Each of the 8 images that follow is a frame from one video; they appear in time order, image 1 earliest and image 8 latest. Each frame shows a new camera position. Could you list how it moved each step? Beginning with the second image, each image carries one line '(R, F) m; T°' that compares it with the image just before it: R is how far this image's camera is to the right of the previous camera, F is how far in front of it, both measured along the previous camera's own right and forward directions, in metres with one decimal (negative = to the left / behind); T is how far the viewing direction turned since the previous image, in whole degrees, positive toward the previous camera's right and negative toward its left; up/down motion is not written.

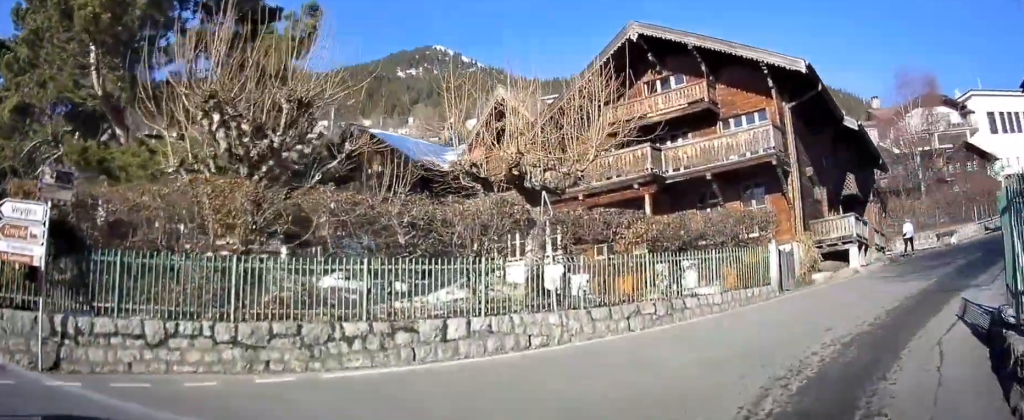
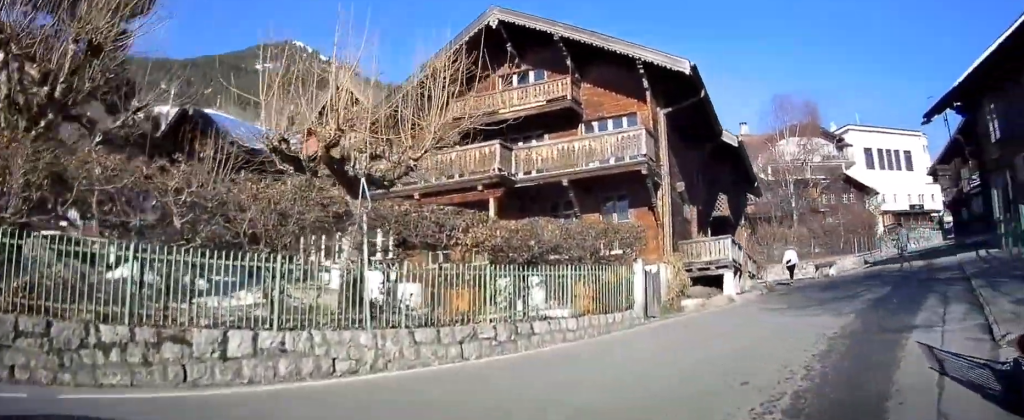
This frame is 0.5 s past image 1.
(0.0, +2.2) m; +15°
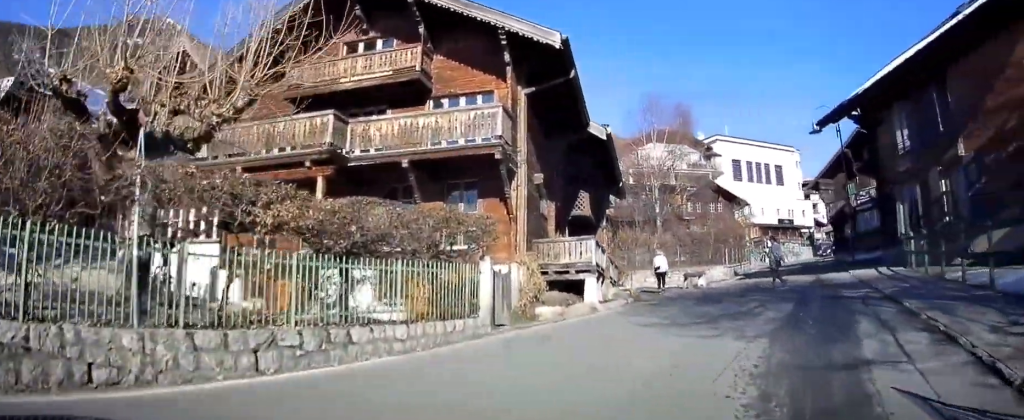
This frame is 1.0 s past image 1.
(+0.4, +1.9) m; +12°
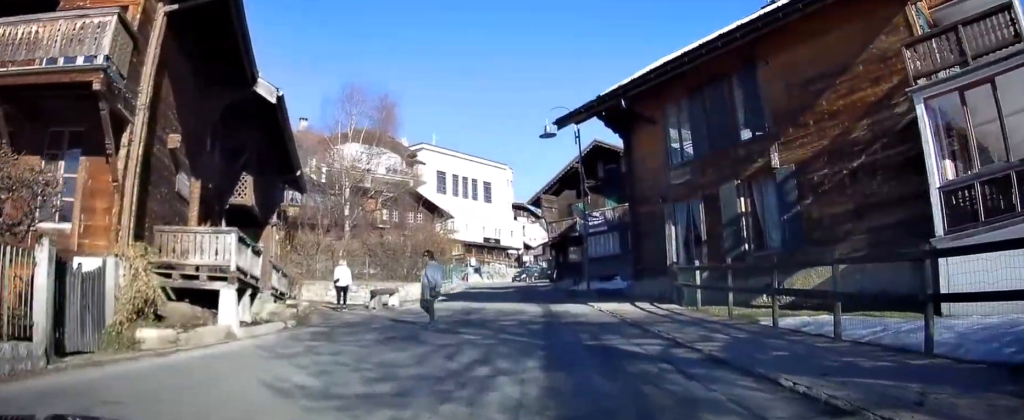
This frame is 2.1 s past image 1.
(+1.2, +4.6) m; +23°
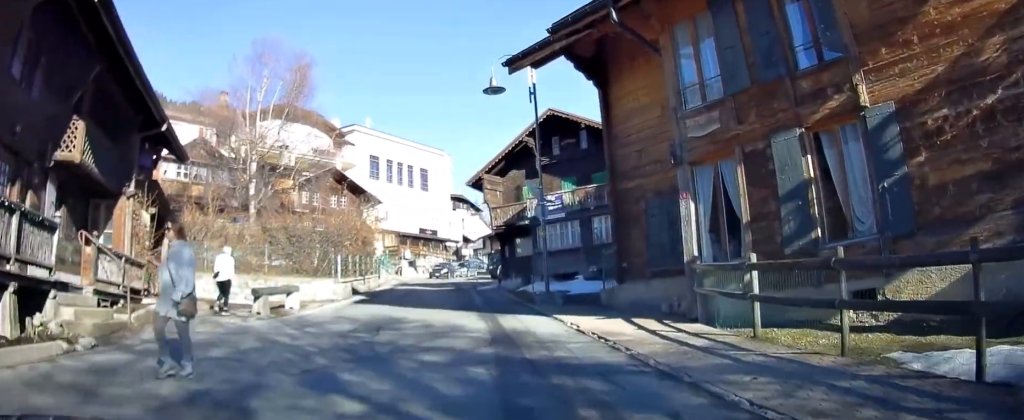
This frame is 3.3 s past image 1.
(+0.6, +5.3) m; +7°
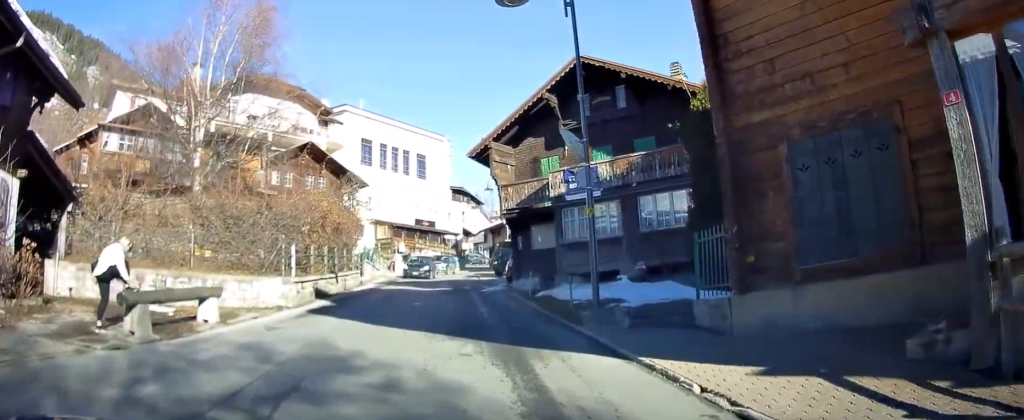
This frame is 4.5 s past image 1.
(0.0, +6.2) m; -1°
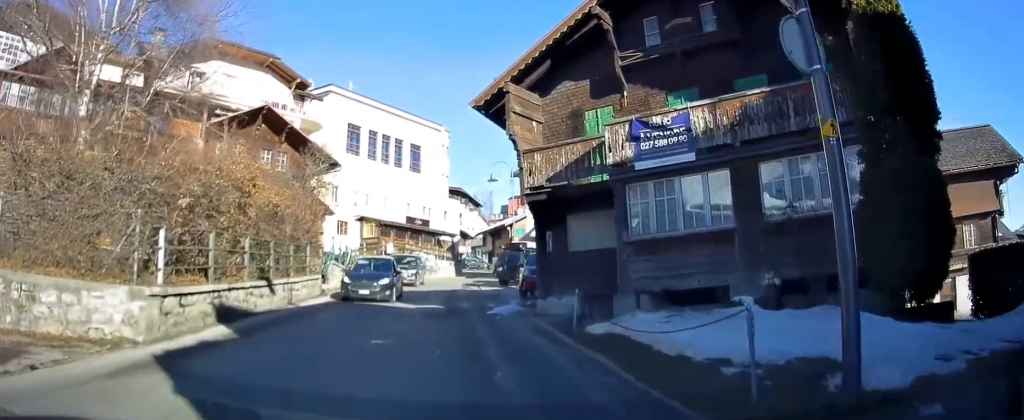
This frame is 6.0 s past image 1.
(+0.1, +7.6) m; +1°
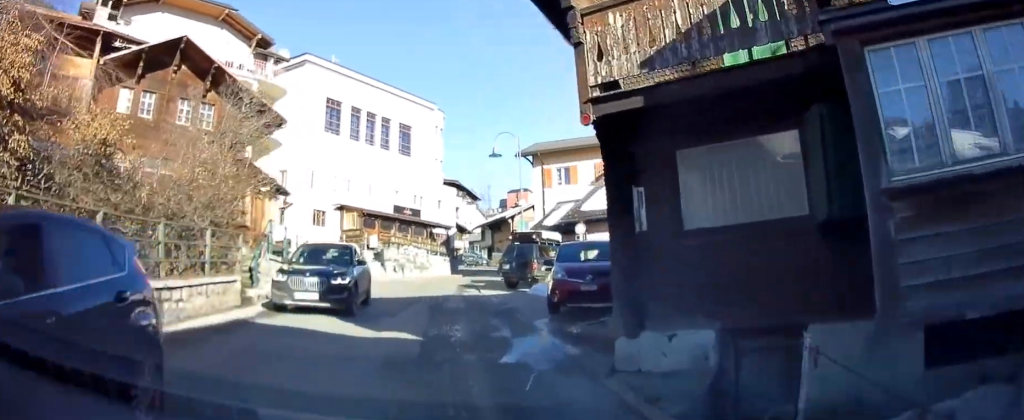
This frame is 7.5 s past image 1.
(-0.1, +7.4) m; -5°
